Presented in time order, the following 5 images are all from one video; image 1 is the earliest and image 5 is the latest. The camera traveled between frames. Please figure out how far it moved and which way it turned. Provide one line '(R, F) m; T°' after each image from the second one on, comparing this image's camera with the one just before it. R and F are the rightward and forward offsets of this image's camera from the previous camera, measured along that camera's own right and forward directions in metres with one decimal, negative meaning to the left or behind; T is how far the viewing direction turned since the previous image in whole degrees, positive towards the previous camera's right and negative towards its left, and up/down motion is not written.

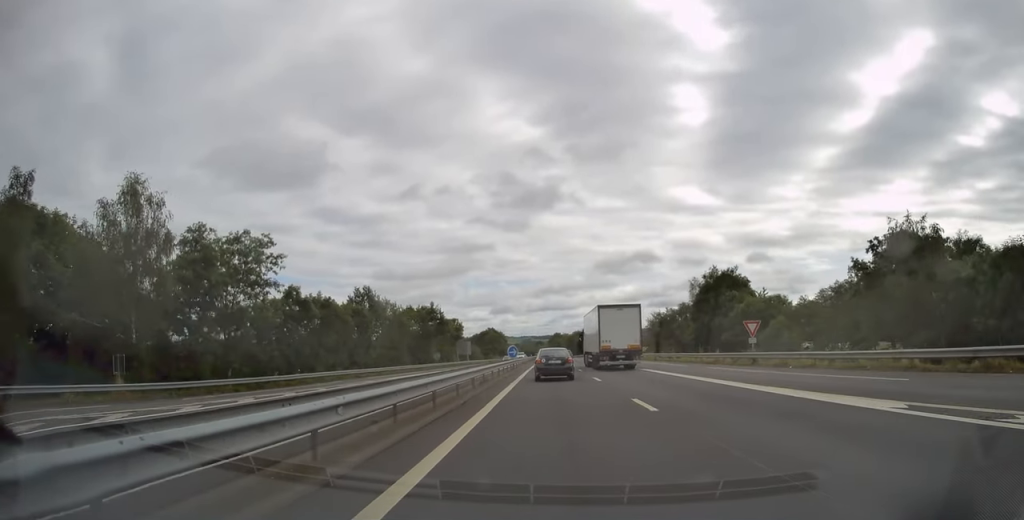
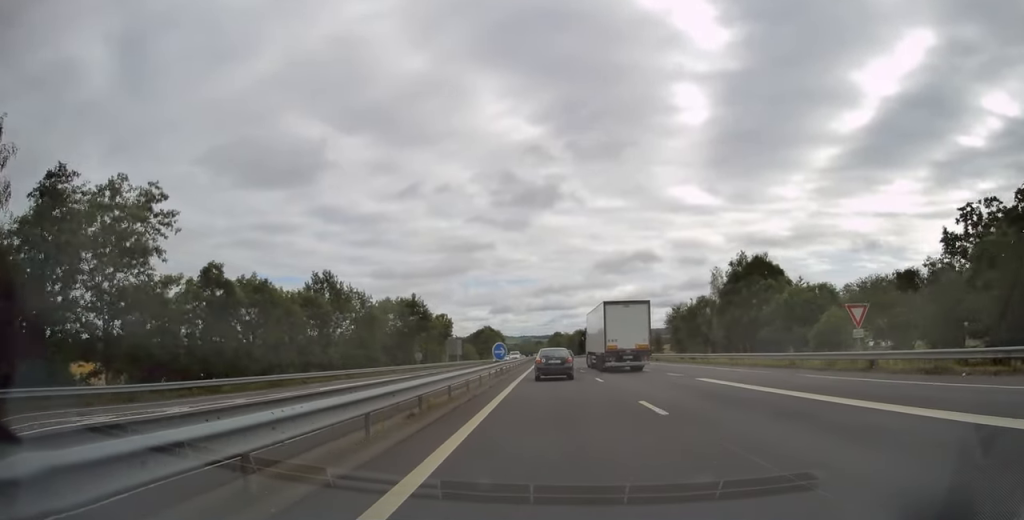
(-0.1, +13.9) m; 0°
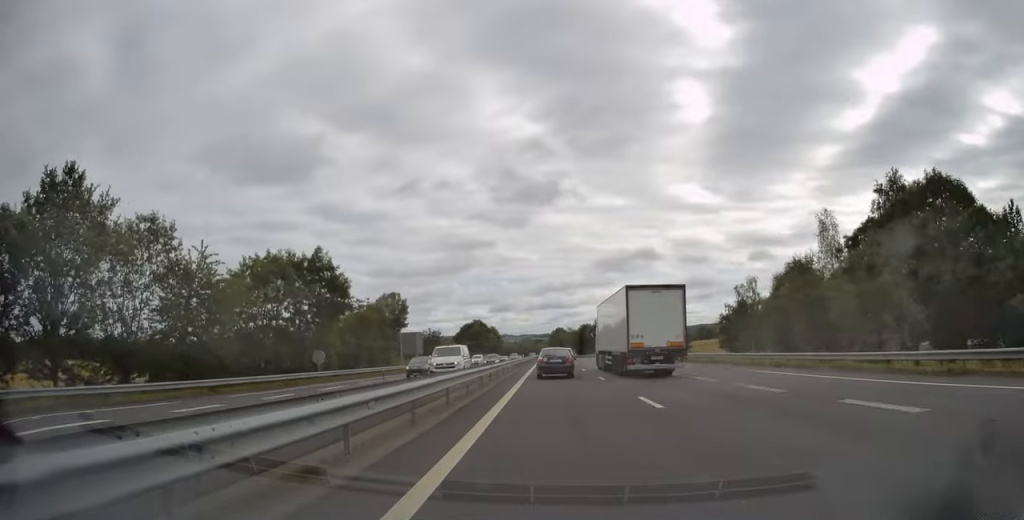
(+0.3, +37.4) m; 0°
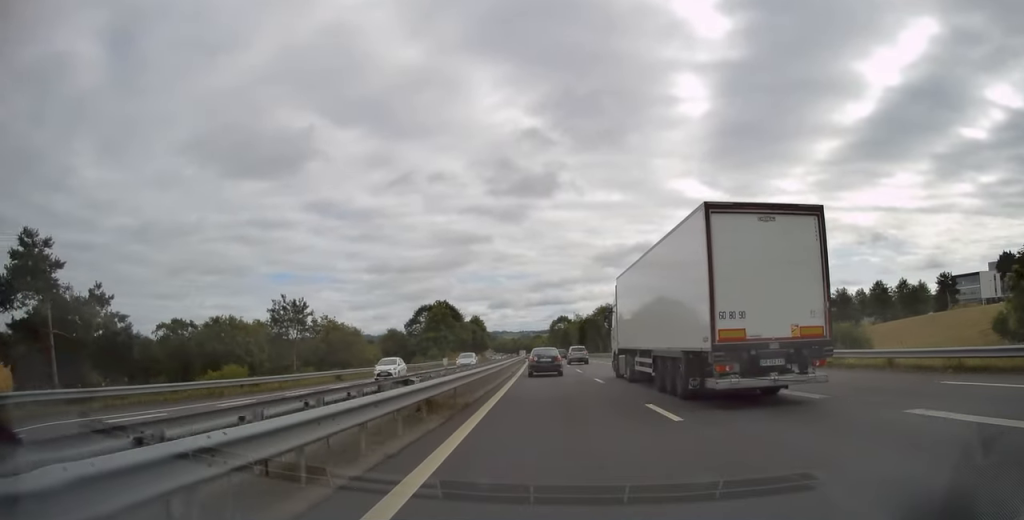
(+0.2, +67.5) m; 0°
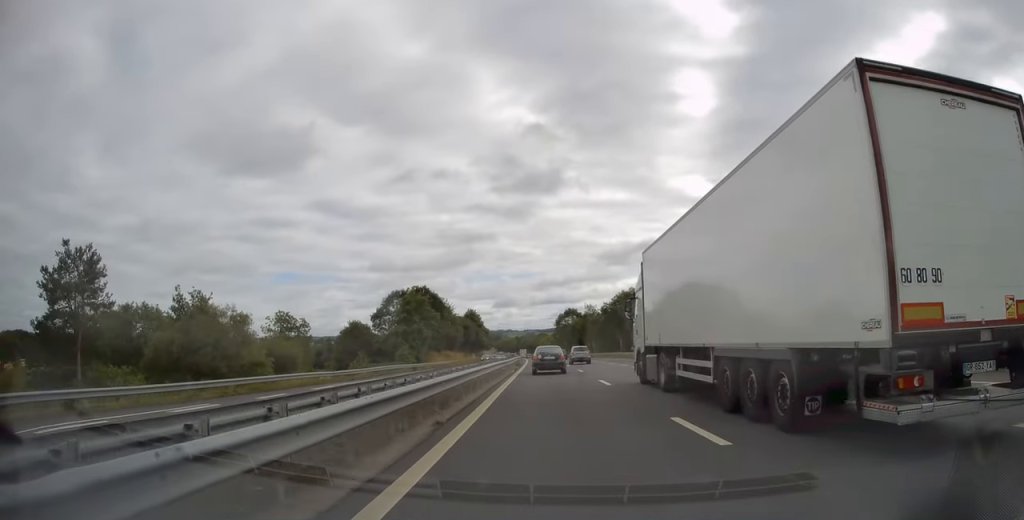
(-0.1, +28.9) m; 0°
